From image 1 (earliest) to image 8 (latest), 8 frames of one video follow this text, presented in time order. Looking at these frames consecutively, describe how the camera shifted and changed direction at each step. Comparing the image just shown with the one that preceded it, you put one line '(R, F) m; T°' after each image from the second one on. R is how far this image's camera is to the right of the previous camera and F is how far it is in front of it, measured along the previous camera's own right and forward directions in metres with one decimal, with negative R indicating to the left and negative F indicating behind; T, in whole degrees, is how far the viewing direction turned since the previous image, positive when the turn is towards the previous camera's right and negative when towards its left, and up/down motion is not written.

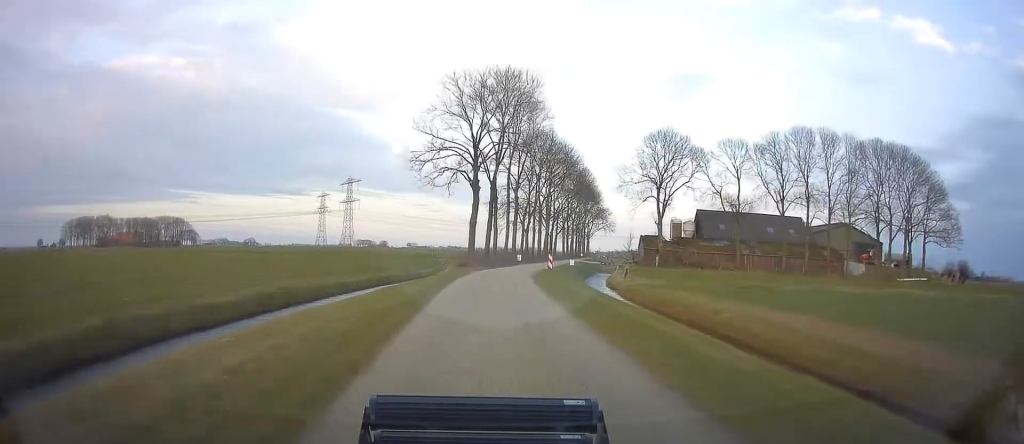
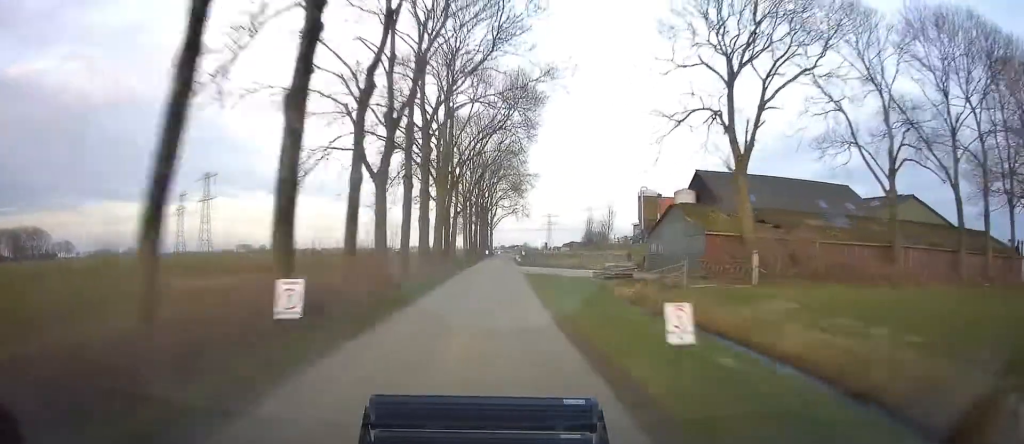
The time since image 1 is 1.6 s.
(+3.1, +47.8) m; +7°
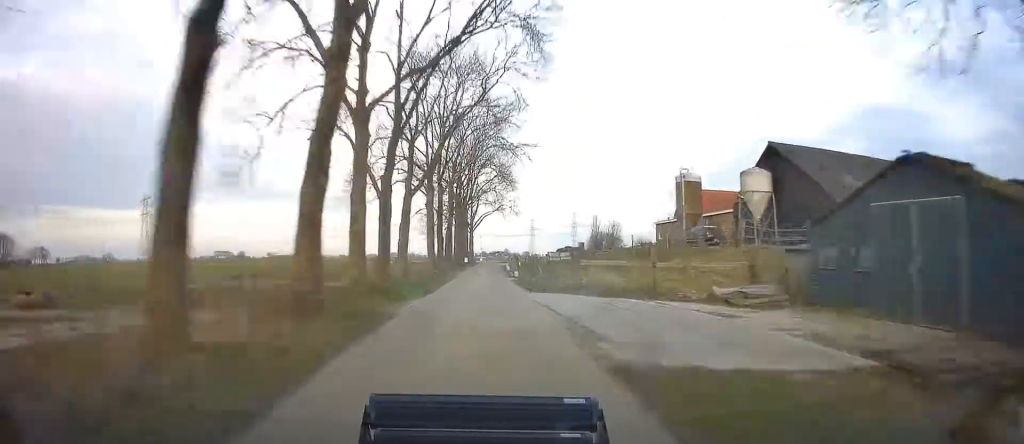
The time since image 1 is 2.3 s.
(+0.7, +21.9) m; +2°
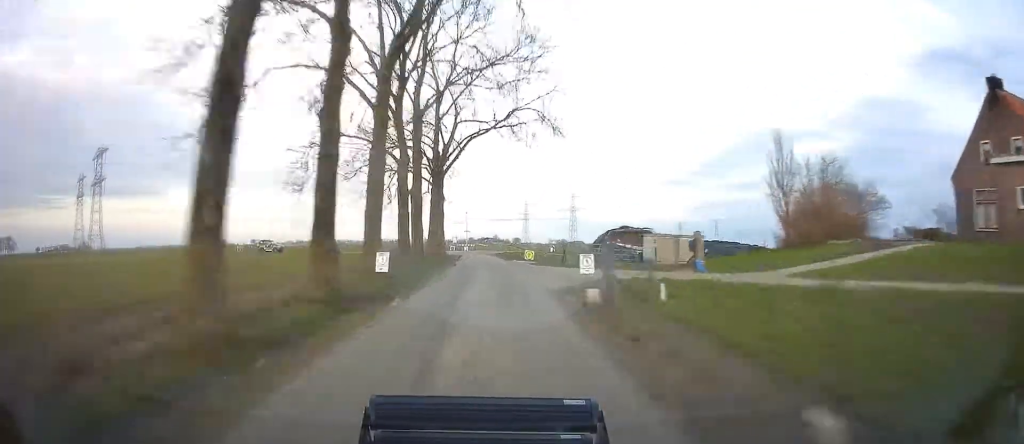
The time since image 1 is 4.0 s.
(+1.2, +53.6) m; +2°
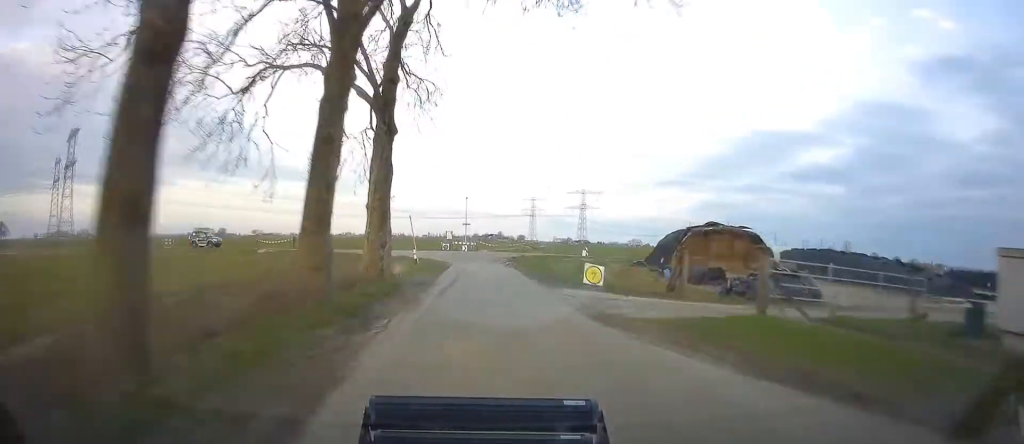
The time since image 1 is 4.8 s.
(+0.5, +23.6) m; 0°
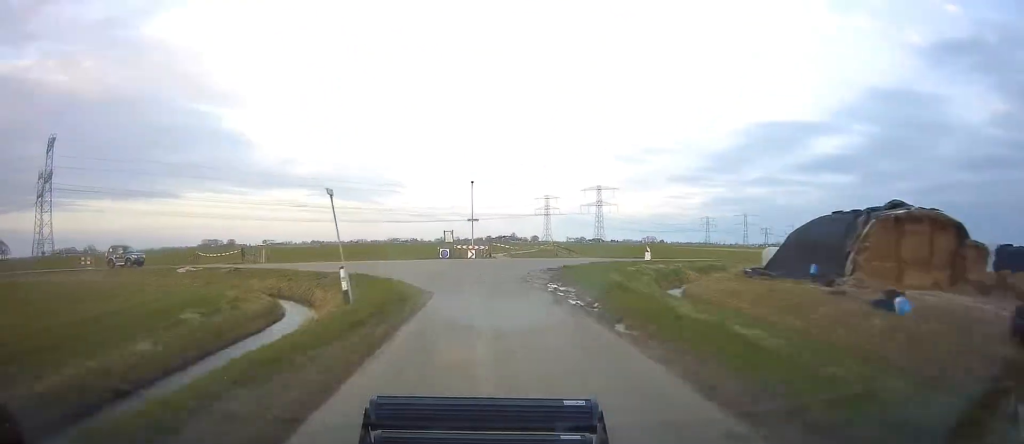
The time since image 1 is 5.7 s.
(-0.2, +19.8) m; 0°
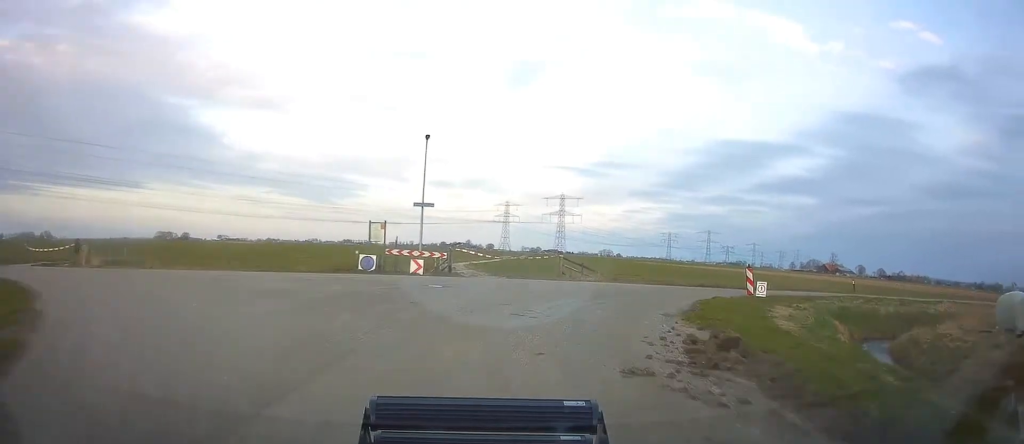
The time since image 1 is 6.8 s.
(0.0, +21.7) m; +7°
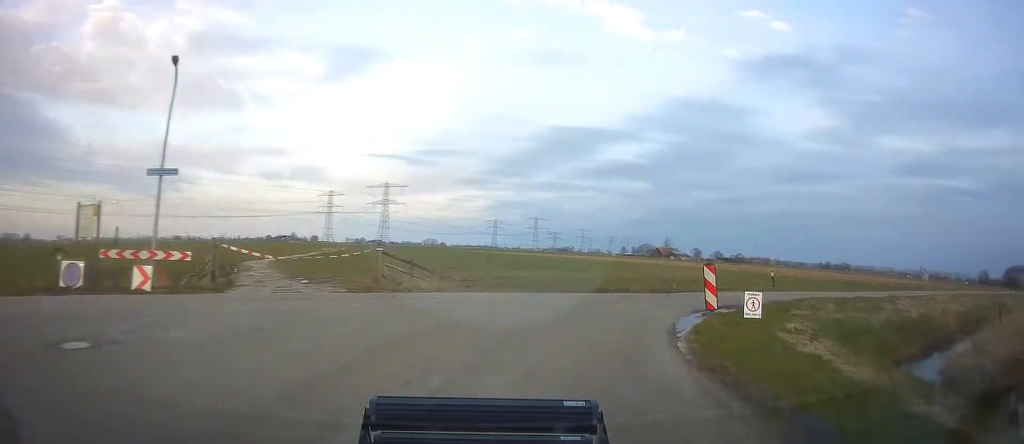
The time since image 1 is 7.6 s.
(+1.5, +10.2) m; +18°
